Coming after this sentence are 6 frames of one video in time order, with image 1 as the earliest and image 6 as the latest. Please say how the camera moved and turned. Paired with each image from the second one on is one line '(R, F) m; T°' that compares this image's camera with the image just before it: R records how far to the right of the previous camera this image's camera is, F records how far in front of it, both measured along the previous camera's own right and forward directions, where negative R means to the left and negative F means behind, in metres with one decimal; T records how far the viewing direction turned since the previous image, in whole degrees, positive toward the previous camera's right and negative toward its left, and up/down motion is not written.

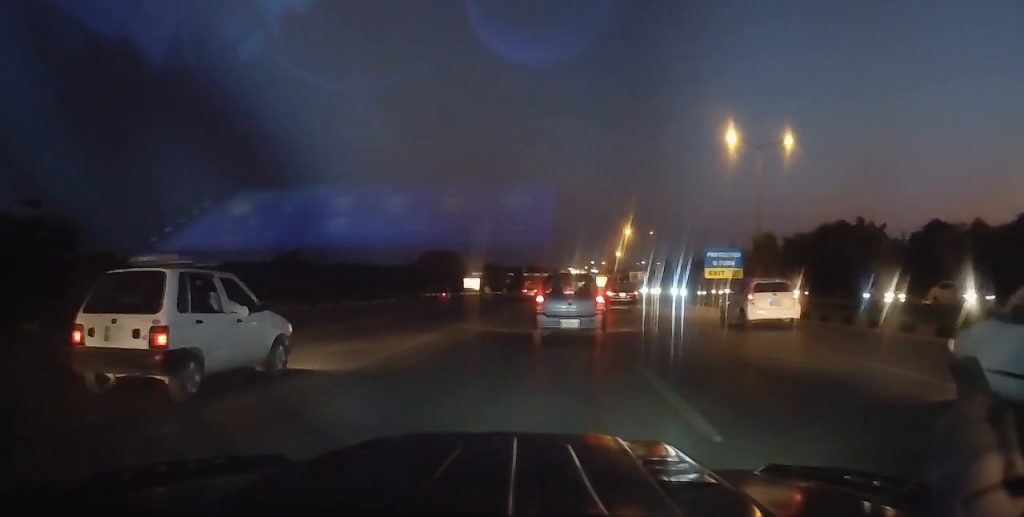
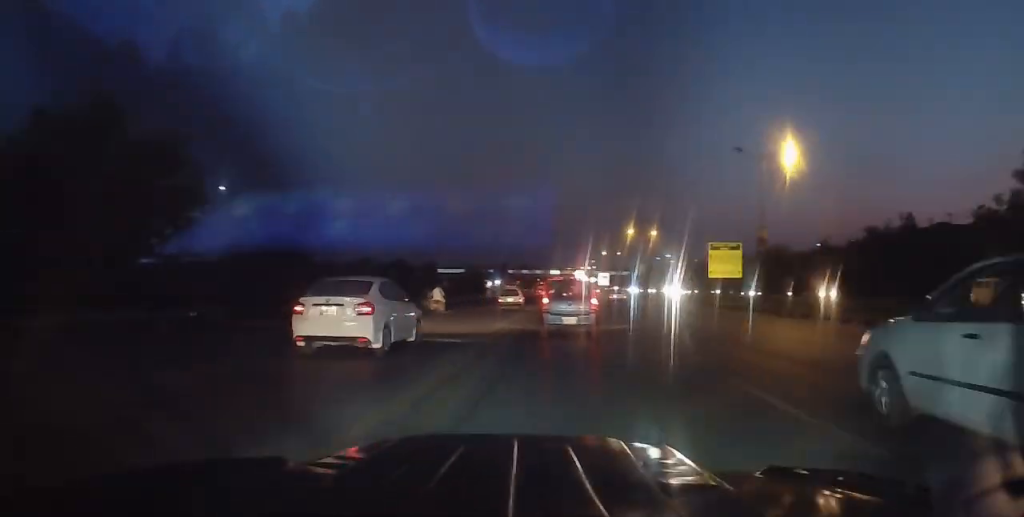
(-0.7, +126.7) m; 0°
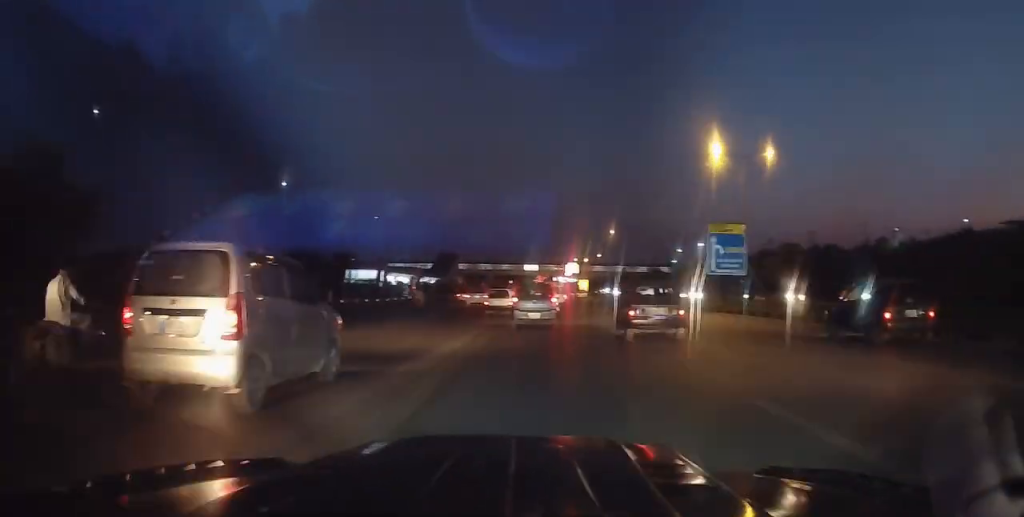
(+0.6, +126.6) m; 0°
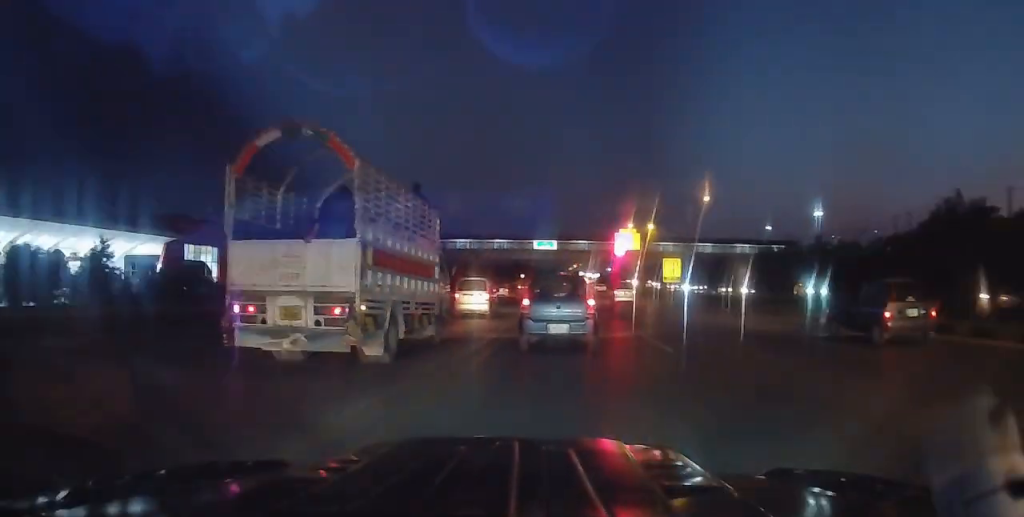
(0.0, +91.3) m; 0°
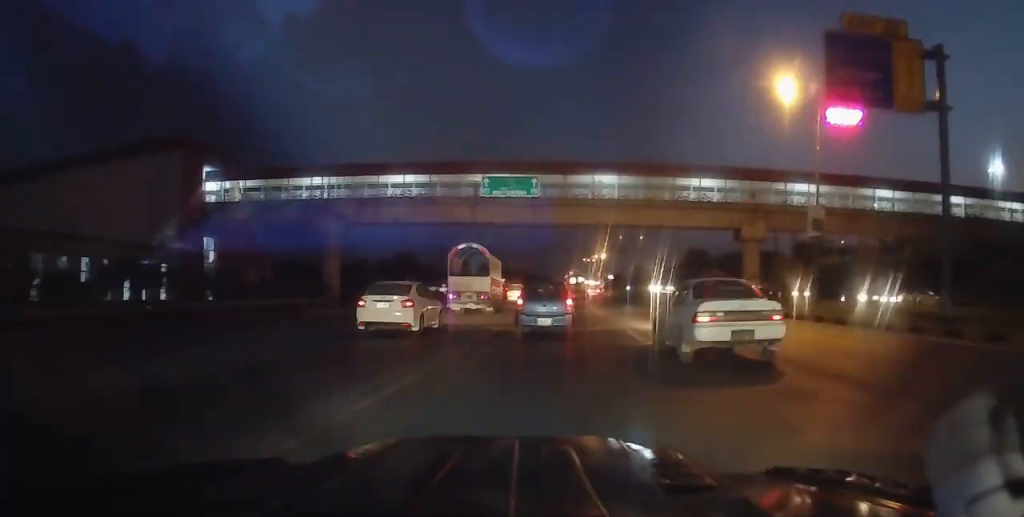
(-0.2, +73.6) m; 0°
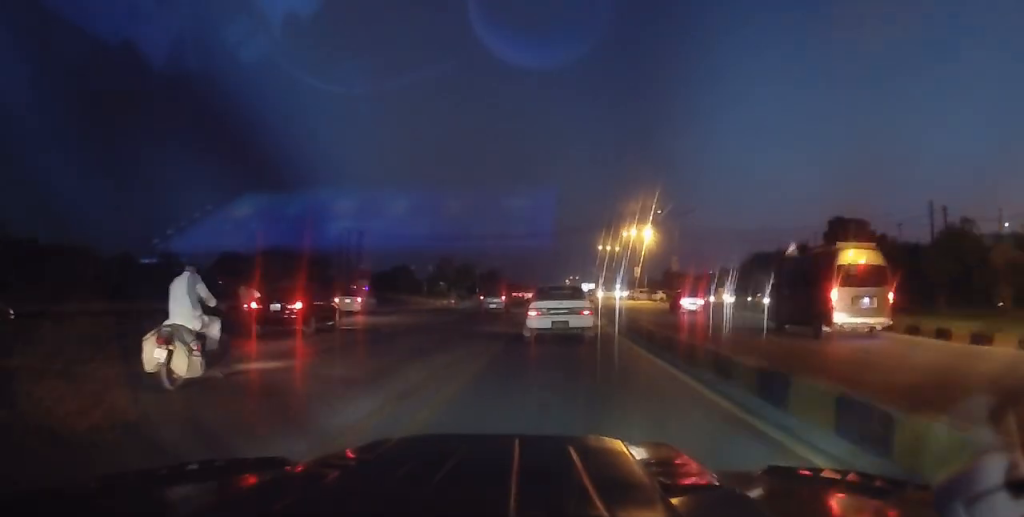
(+0.3, +128.8) m; 0°
